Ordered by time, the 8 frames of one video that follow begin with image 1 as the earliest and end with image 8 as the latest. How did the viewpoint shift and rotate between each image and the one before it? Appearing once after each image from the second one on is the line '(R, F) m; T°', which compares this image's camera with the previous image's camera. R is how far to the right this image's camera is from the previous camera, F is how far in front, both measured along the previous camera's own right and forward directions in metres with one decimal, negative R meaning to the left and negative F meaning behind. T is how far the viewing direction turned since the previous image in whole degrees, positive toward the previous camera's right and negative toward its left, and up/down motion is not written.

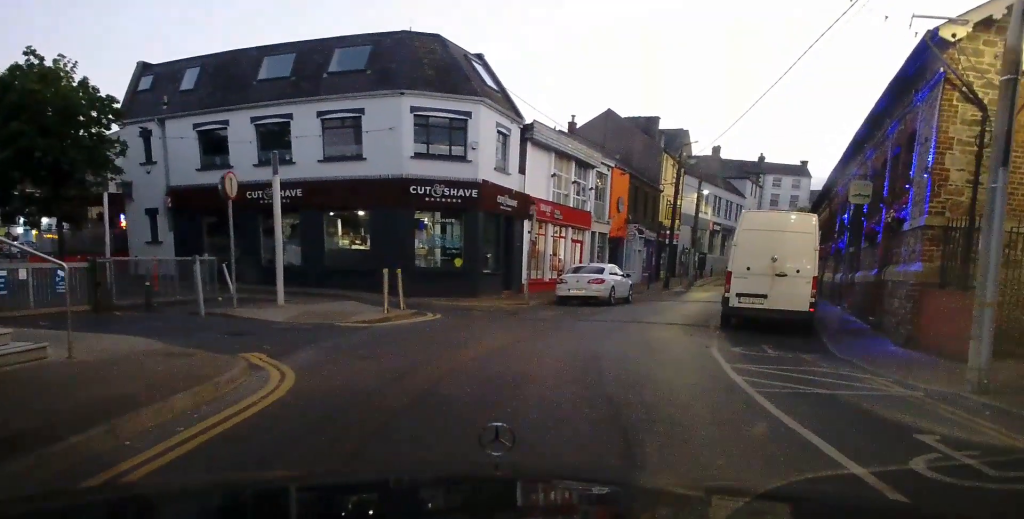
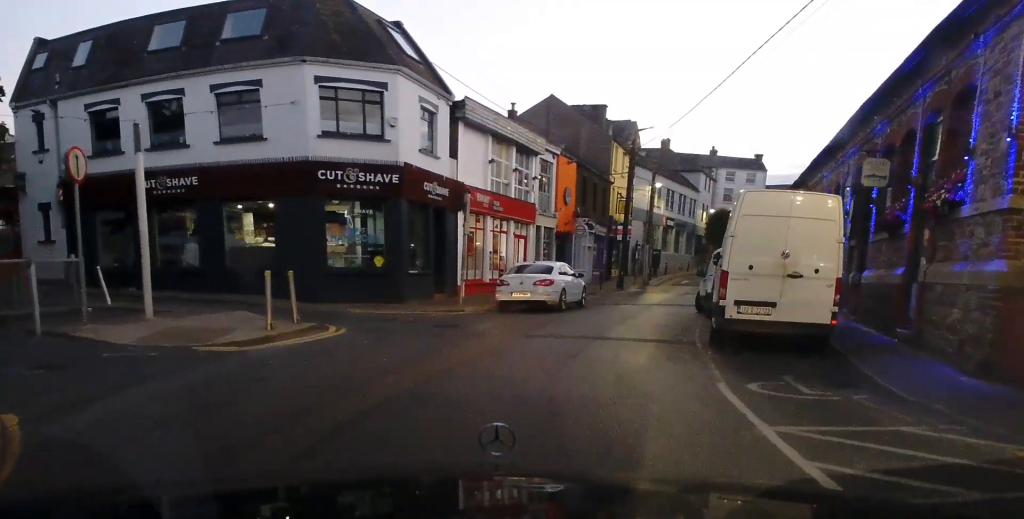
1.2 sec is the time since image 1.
(-0.2, +4.1) m; +3°
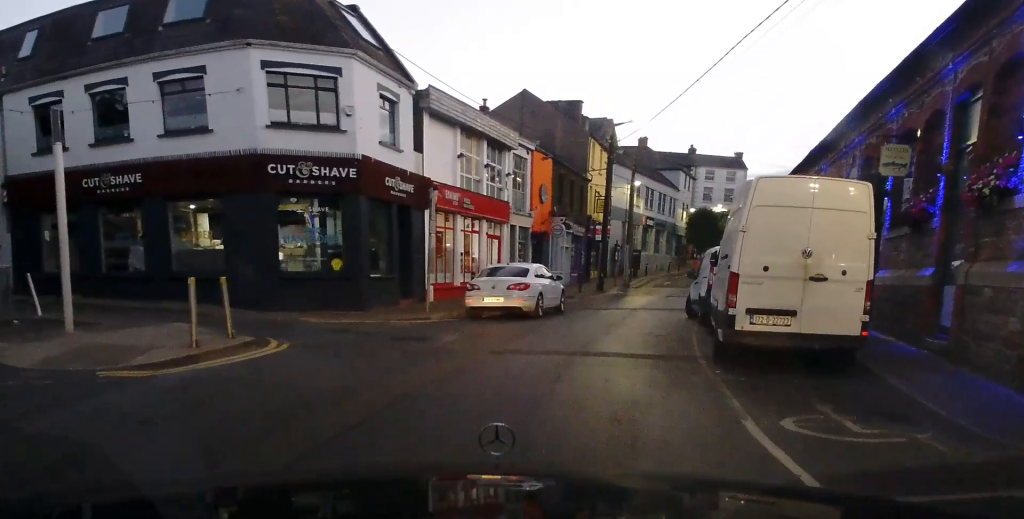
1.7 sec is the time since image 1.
(+0.3, +2.0) m; +1°
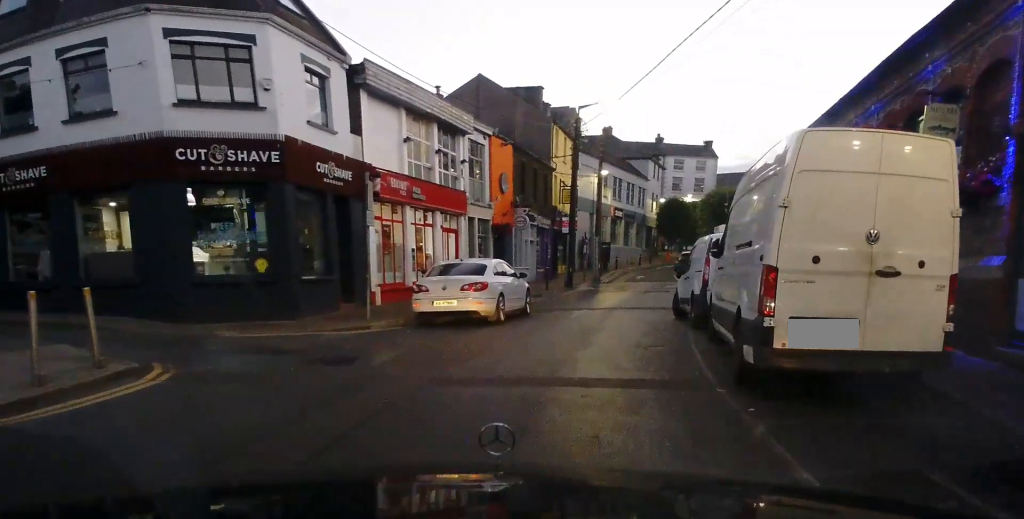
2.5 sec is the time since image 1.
(-0.1, +3.0) m; -2°
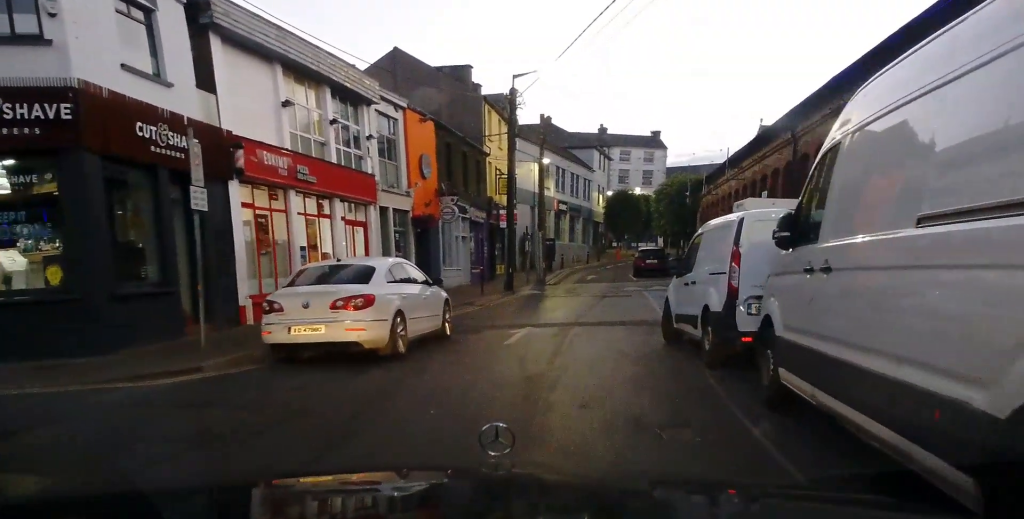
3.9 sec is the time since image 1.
(-0.1, +5.9) m; +6°
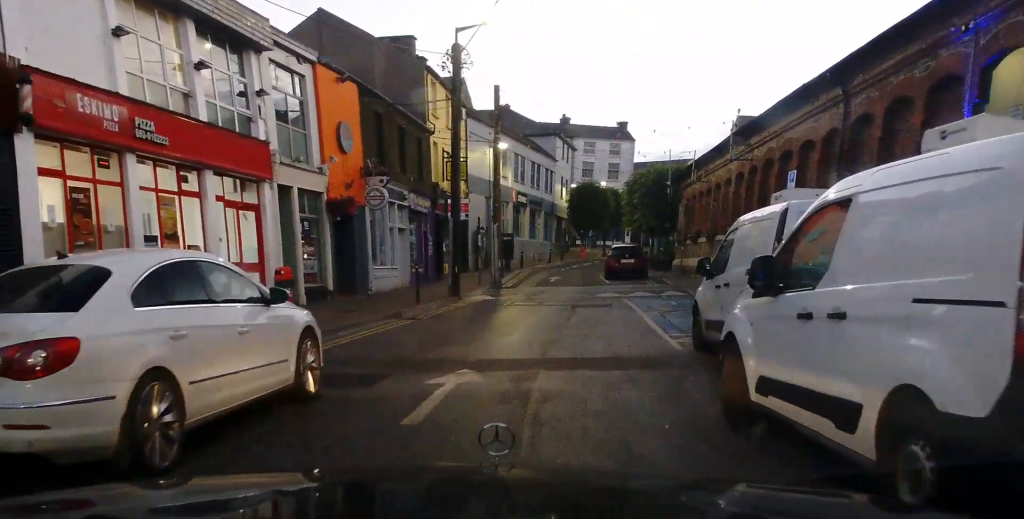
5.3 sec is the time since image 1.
(+0.6, +6.1) m; +6°
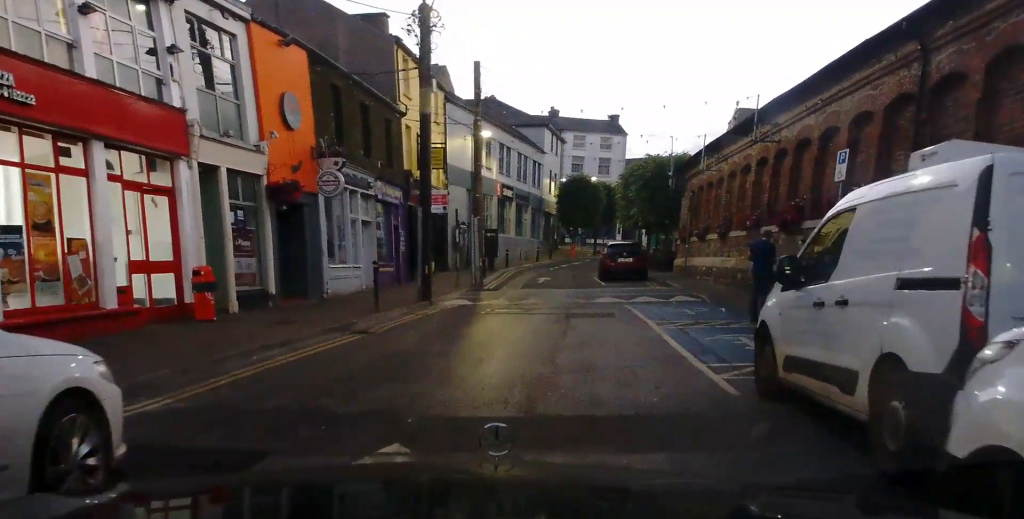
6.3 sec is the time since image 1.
(0.0, +3.8) m; 0°
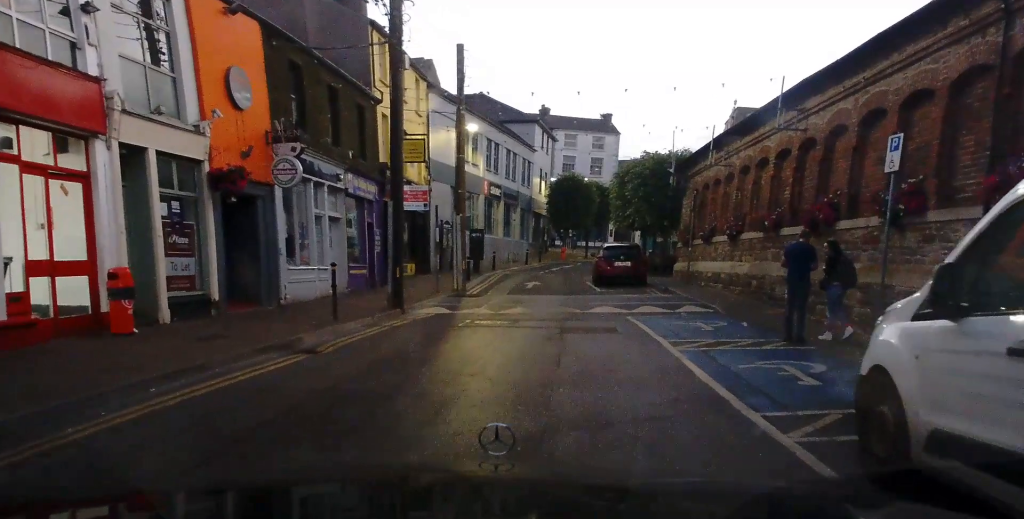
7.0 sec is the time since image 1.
(0.0, +2.7) m; 0°
